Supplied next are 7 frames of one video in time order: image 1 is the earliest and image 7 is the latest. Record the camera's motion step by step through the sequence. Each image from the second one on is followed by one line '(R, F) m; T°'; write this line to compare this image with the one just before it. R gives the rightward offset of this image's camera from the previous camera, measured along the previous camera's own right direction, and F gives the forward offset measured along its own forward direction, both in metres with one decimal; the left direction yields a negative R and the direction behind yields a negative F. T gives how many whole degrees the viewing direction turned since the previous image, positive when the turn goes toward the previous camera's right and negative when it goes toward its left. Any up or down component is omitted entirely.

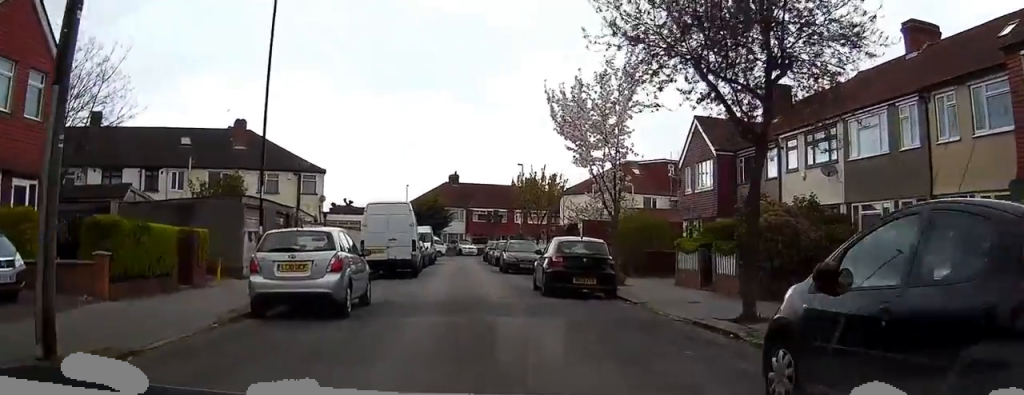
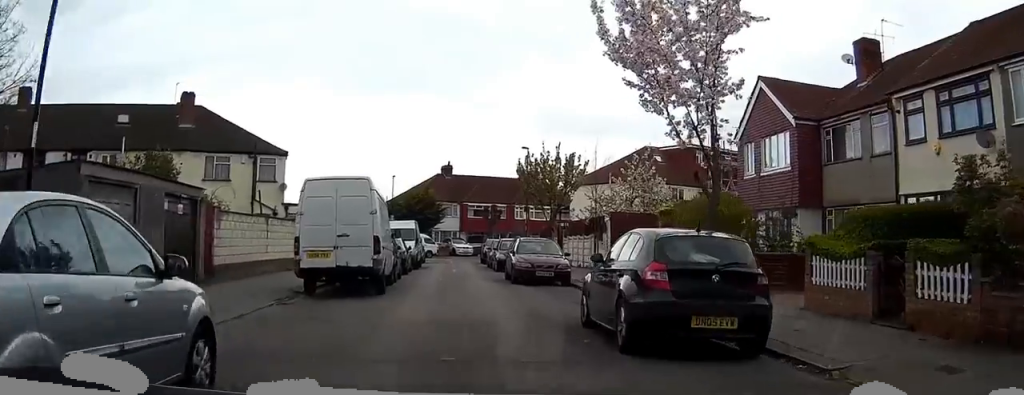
(+0.4, +9.2) m; +1°
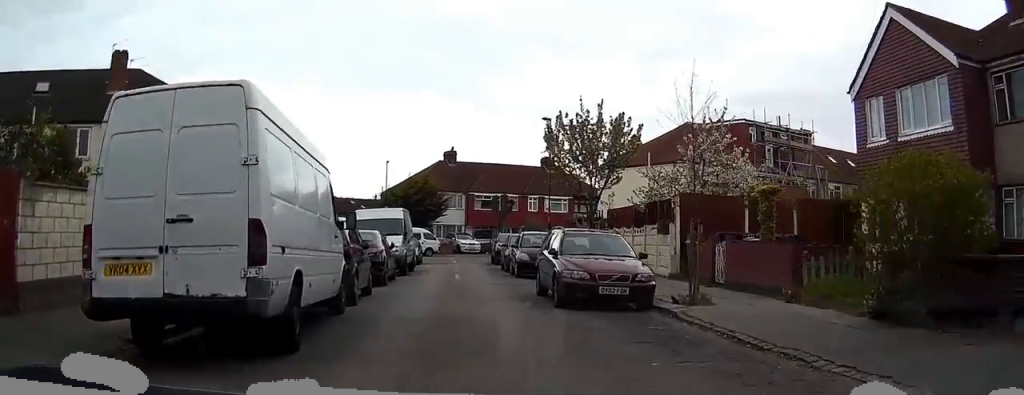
(-0.4, +9.5) m; -4°
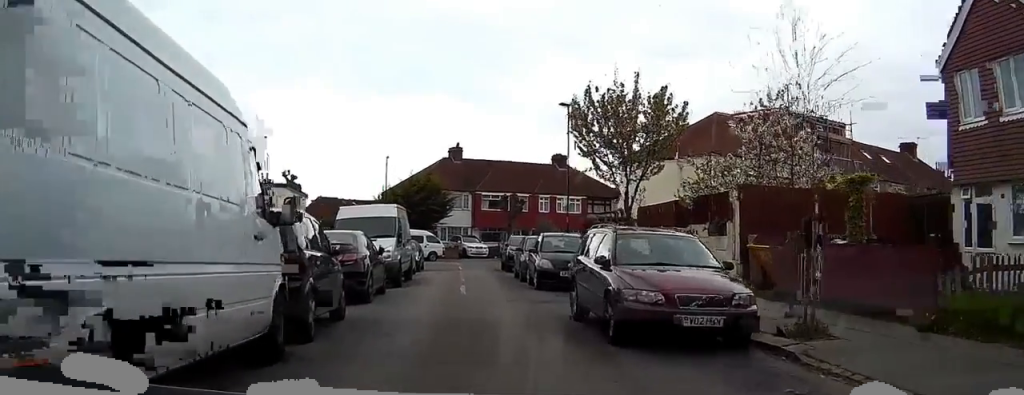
(0.0, +4.7) m; -2°
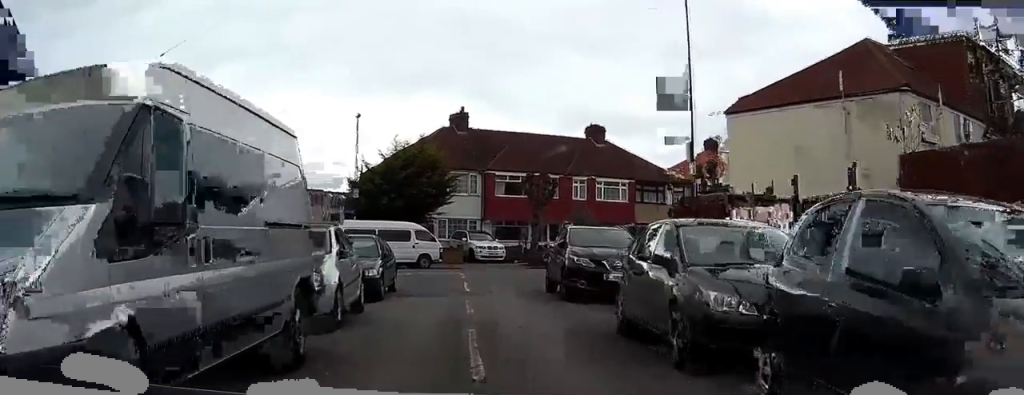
(+0.1, +16.0) m; +2°
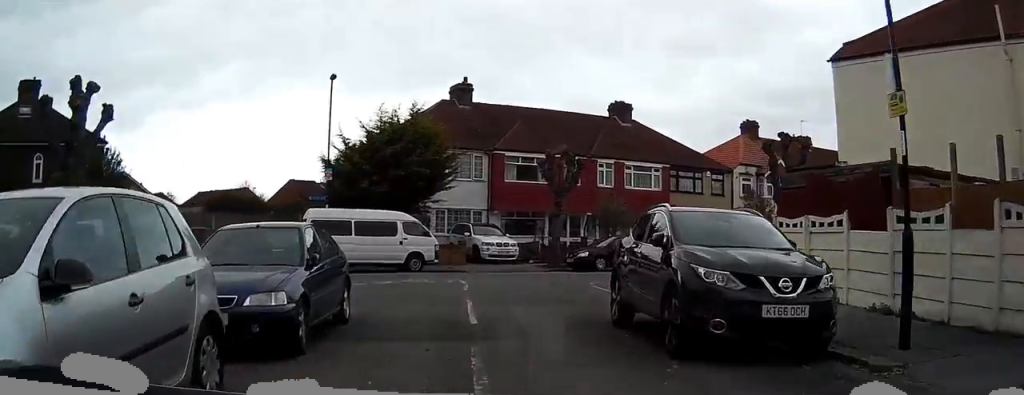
(+0.1, +7.0) m; +1°
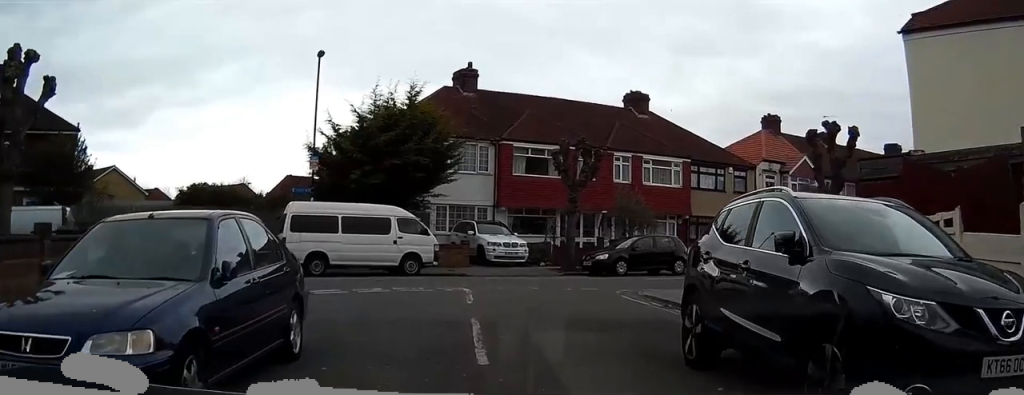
(0.0, +3.1) m; 0°
